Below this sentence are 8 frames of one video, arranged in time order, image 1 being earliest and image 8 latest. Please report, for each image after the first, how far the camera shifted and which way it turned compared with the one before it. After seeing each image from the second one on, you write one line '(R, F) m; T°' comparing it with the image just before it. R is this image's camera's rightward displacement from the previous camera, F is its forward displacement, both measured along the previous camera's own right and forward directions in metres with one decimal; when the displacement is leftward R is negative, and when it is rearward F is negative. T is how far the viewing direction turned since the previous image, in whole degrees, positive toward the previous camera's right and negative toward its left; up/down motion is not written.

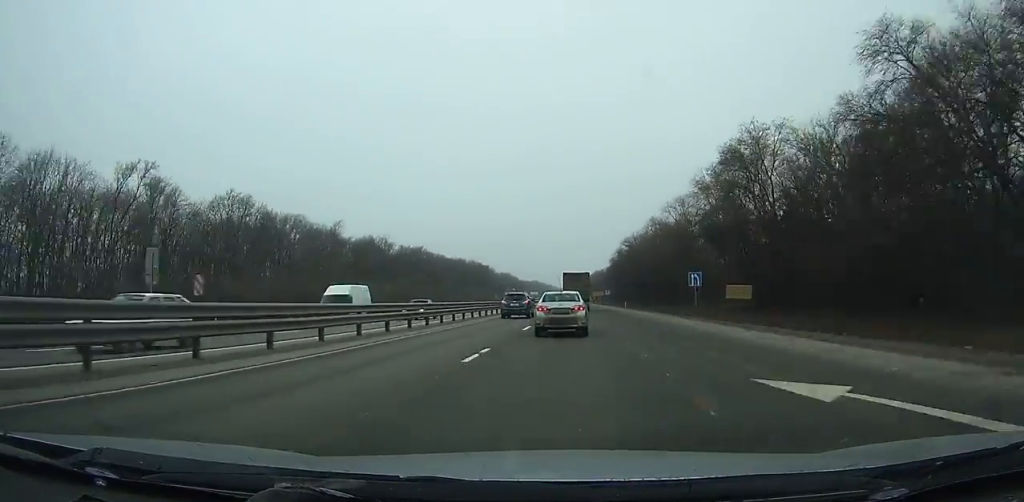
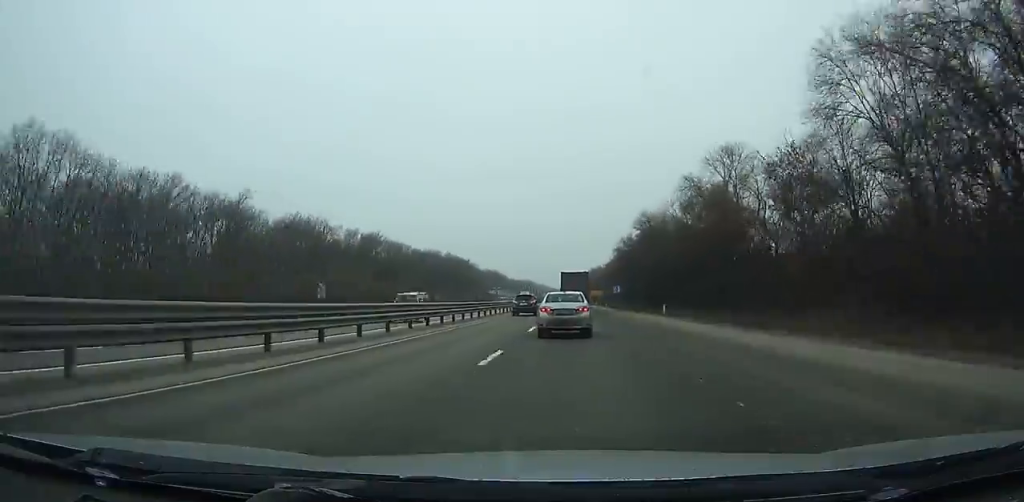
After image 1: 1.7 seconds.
(-0.1, +36.8) m; 0°
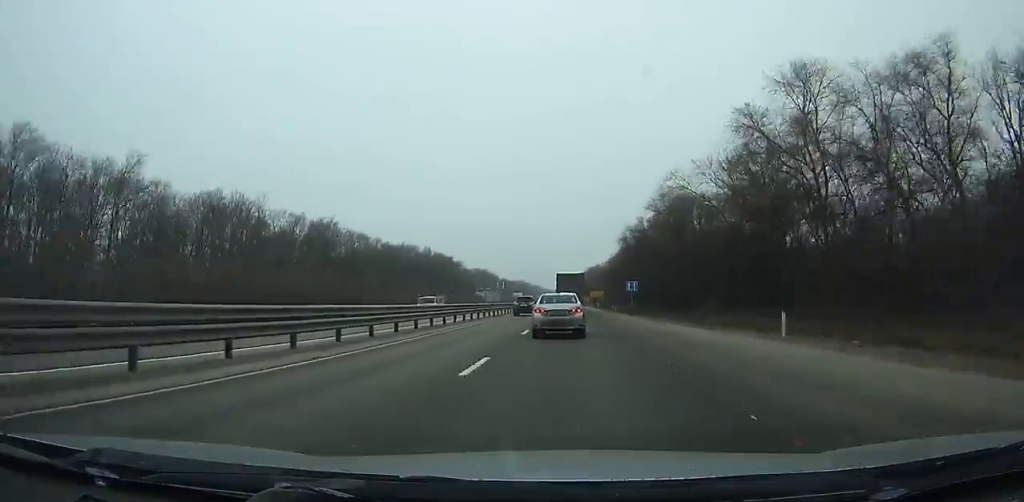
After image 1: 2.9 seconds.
(+0.1, +25.5) m; 0°
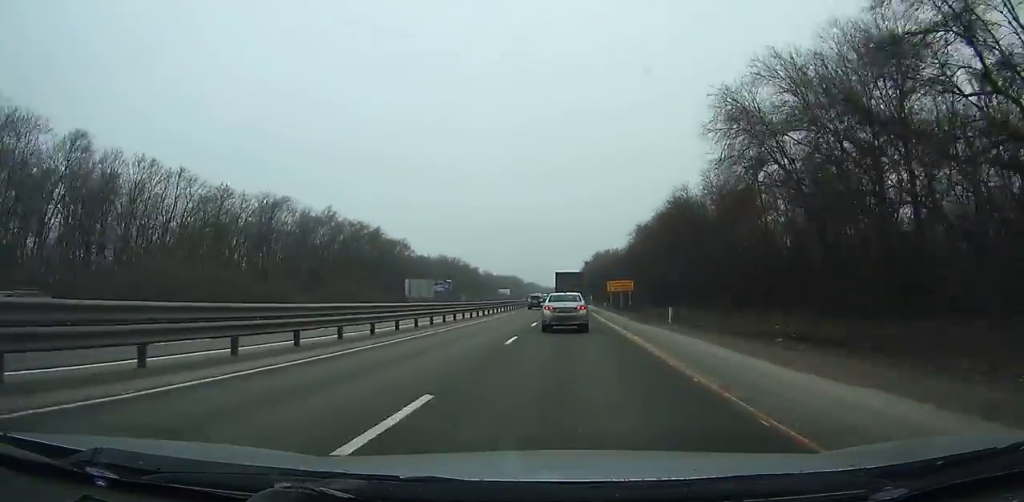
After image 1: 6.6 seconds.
(+0.3, +77.8) m; 0°
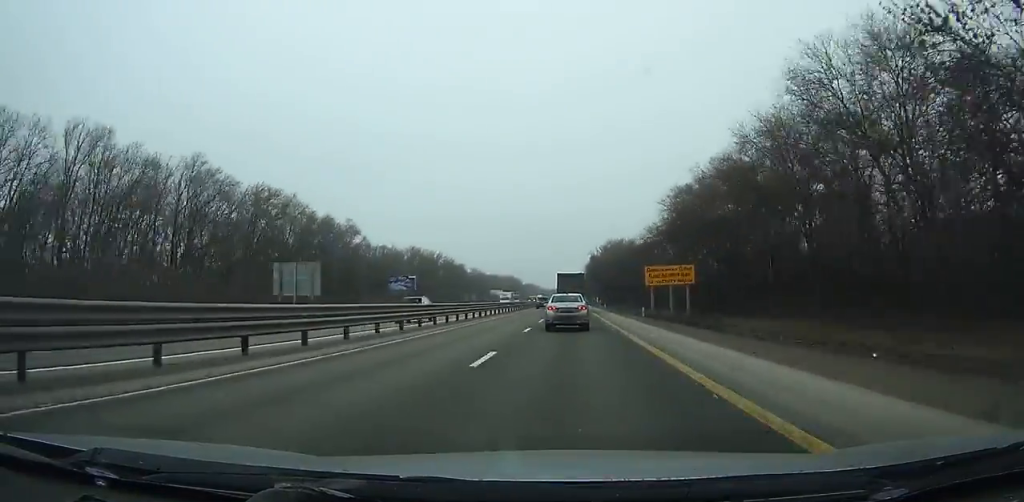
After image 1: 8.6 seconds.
(0.0, +41.5) m; 0°
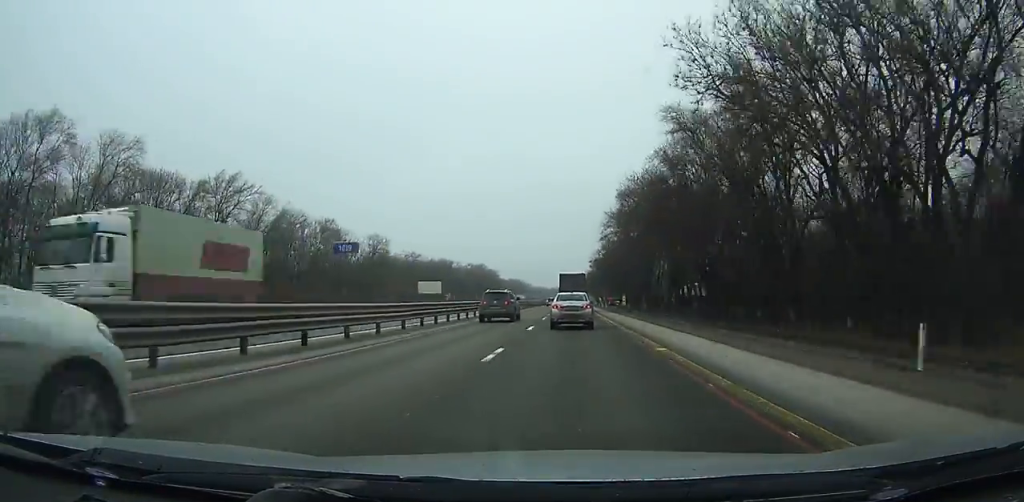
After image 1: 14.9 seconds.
(-0.3, +128.2) m; 0°
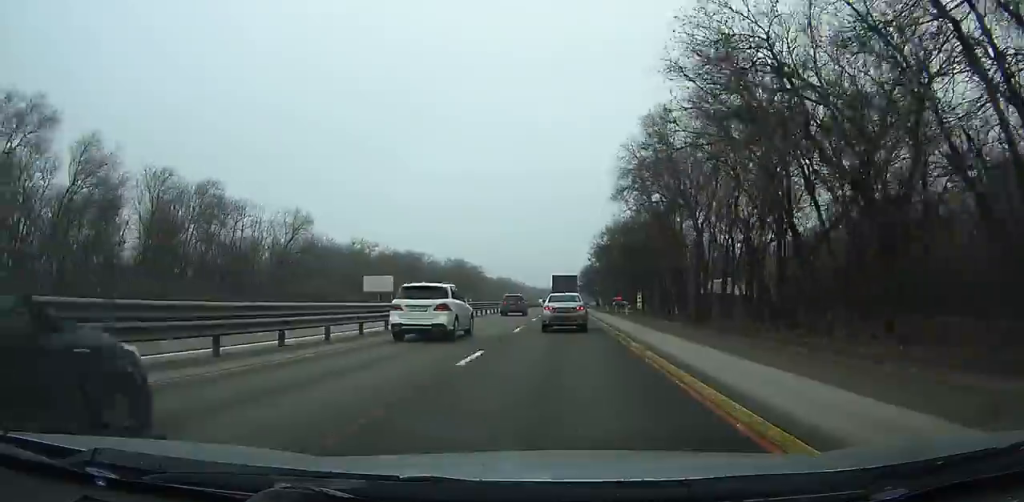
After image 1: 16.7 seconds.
(+0.3, +35.9) m; 0°
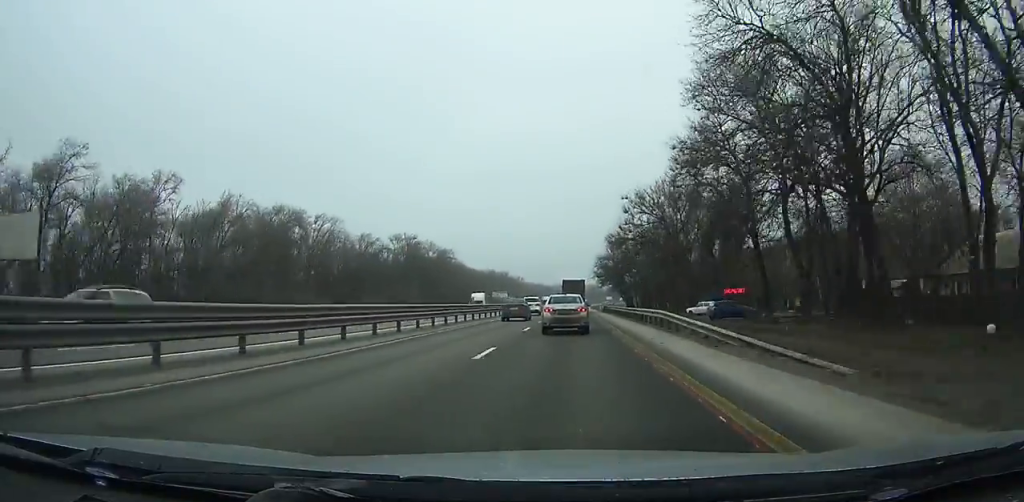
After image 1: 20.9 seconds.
(-0.8, +83.2) m; -1°
